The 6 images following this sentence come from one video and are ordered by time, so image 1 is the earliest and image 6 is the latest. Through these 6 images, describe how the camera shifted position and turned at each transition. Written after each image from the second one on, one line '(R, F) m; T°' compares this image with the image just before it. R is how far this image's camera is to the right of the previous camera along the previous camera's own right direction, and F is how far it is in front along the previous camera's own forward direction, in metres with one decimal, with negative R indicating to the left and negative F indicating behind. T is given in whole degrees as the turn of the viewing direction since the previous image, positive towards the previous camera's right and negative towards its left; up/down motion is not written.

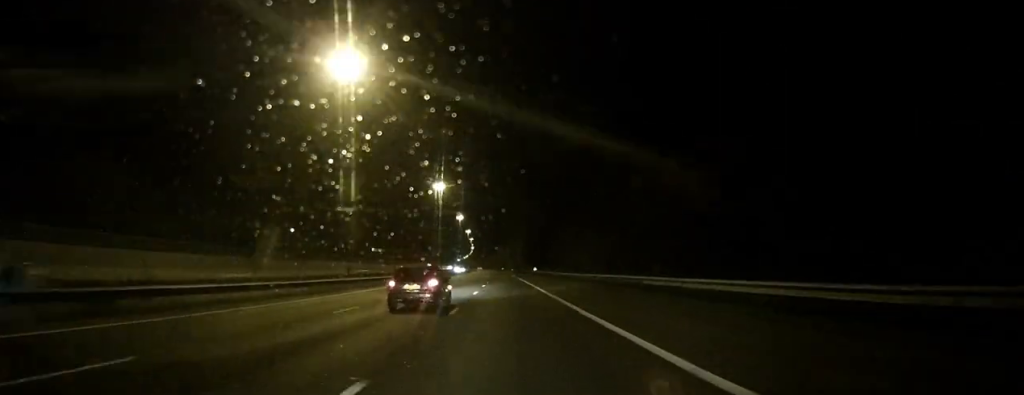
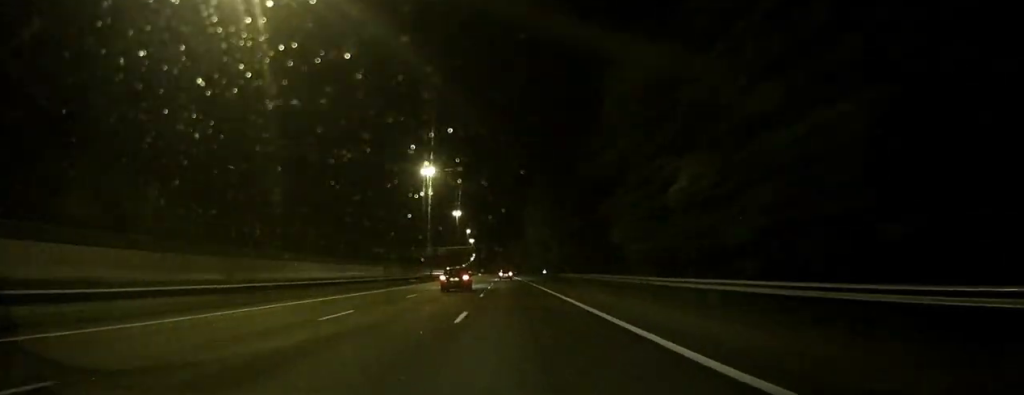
(-15.8, +400.4) m; -4°
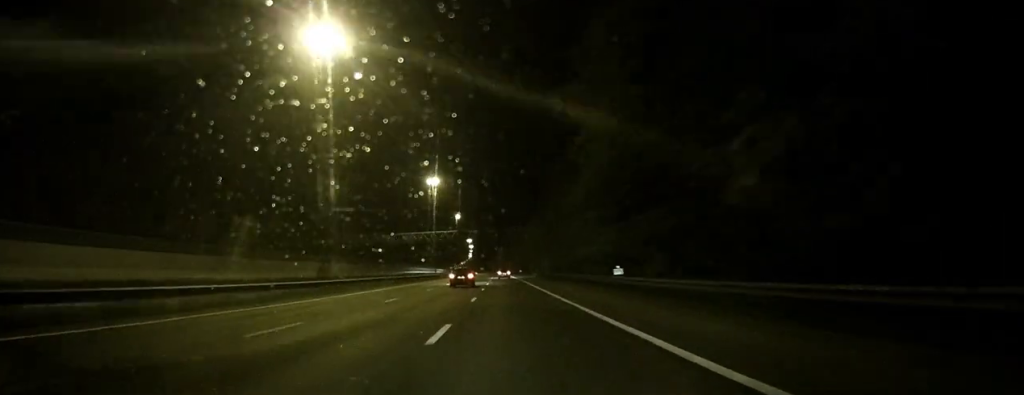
(-0.6, +51.1) m; -1°
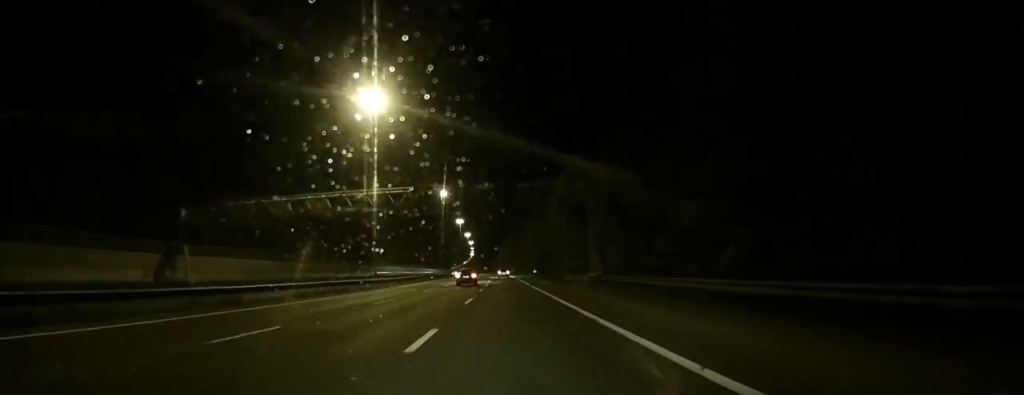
(+0.2, +47.9) m; 0°
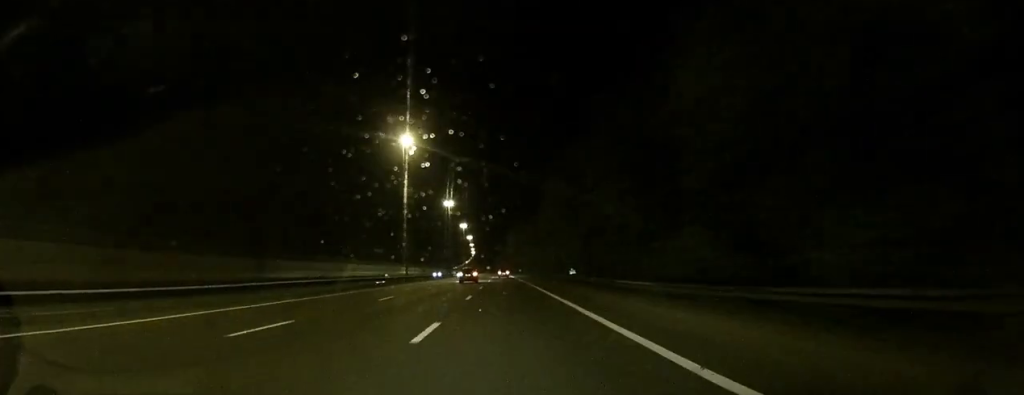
(0.0, +46.4) m; 0°
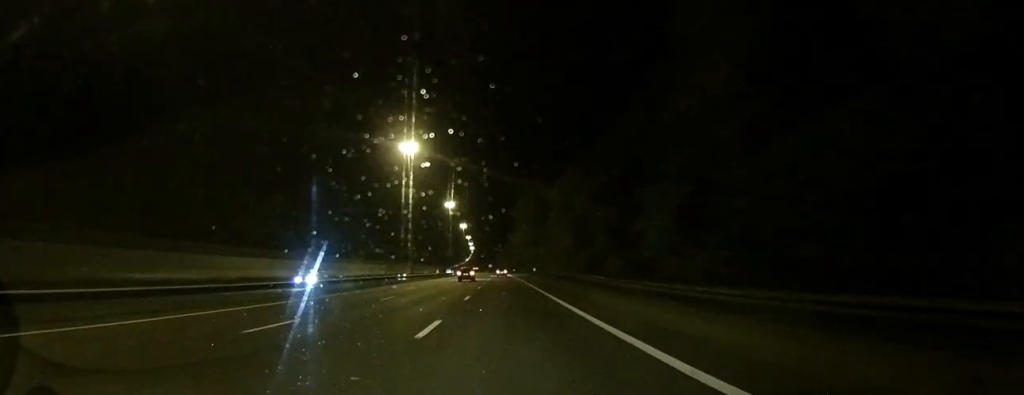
(-0.1, +57.7) m; 0°
